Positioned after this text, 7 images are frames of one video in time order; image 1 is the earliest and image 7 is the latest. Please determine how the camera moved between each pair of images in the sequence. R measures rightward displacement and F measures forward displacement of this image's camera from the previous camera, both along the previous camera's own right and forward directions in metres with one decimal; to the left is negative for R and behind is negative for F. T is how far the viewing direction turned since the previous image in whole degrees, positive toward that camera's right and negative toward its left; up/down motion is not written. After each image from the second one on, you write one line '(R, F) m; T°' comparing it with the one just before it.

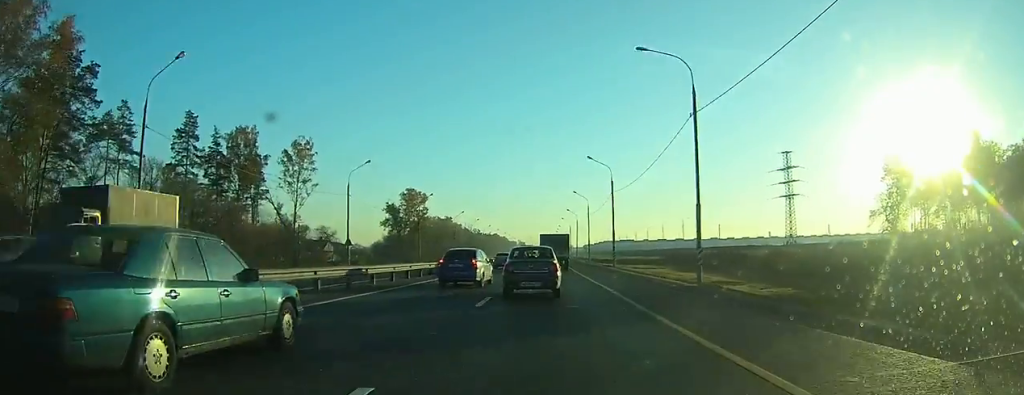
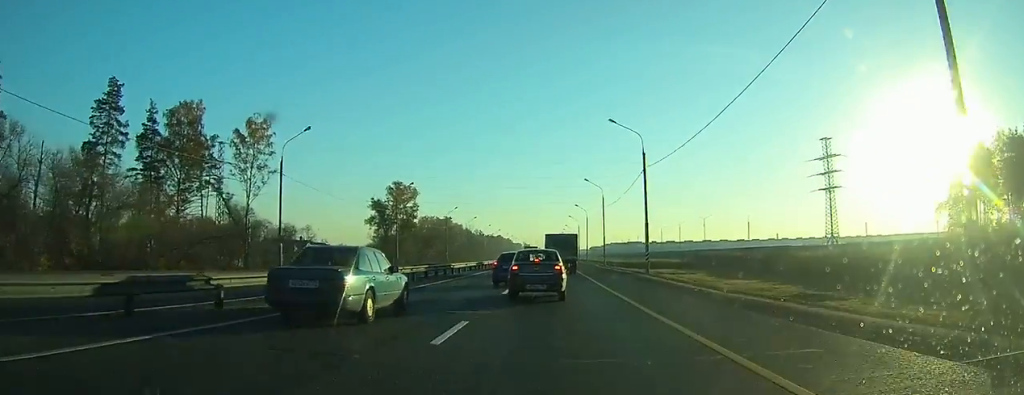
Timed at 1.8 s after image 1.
(0.0, +16.7) m; 0°
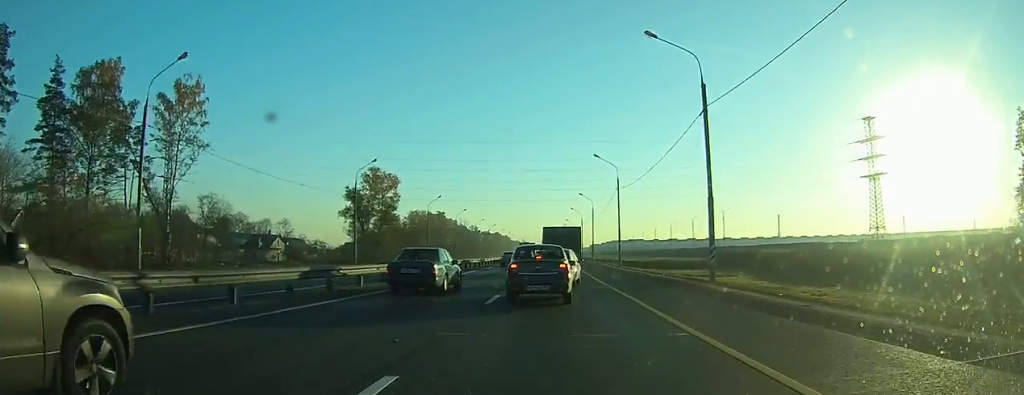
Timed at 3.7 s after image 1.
(0.0, +16.8) m; 0°
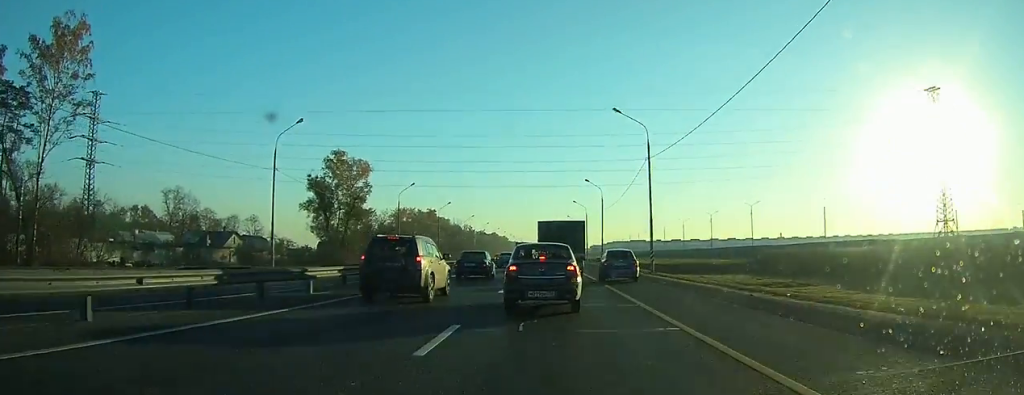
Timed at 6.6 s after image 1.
(0.0, +21.2) m; +1°
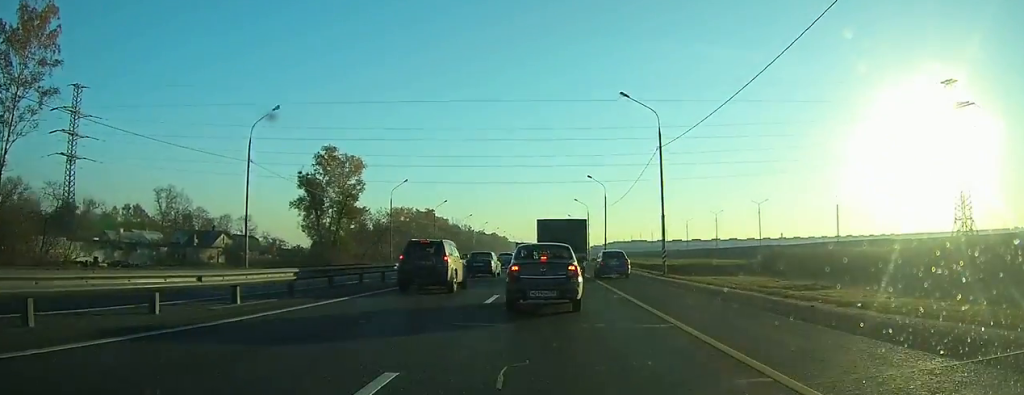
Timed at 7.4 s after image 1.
(+0.1, +4.2) m; 0°
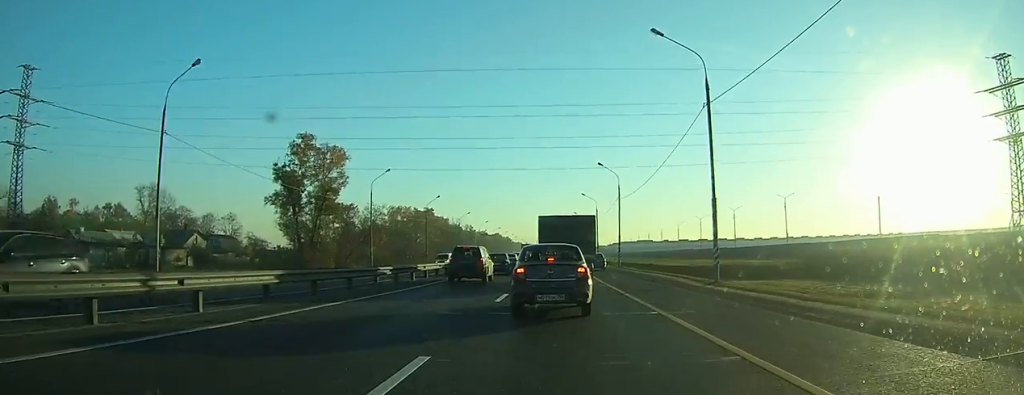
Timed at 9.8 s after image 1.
(+0.1, +11.0) m; -1°
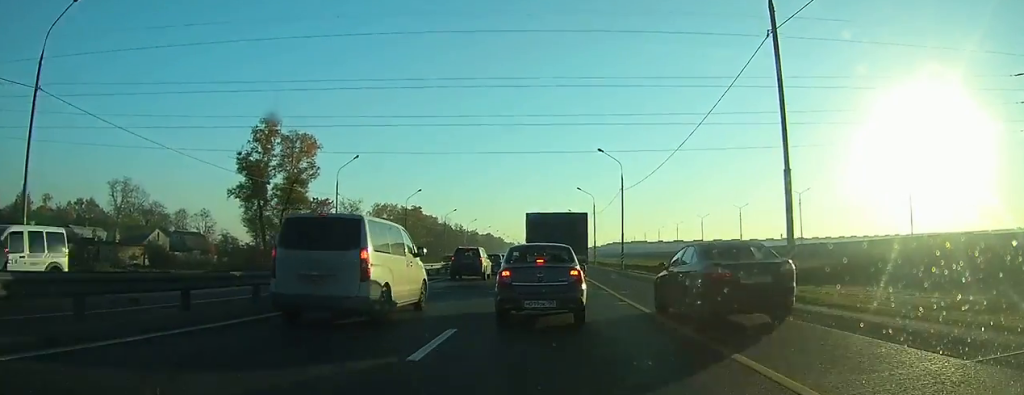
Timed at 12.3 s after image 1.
(-0.2, +8.7) m; -2°
